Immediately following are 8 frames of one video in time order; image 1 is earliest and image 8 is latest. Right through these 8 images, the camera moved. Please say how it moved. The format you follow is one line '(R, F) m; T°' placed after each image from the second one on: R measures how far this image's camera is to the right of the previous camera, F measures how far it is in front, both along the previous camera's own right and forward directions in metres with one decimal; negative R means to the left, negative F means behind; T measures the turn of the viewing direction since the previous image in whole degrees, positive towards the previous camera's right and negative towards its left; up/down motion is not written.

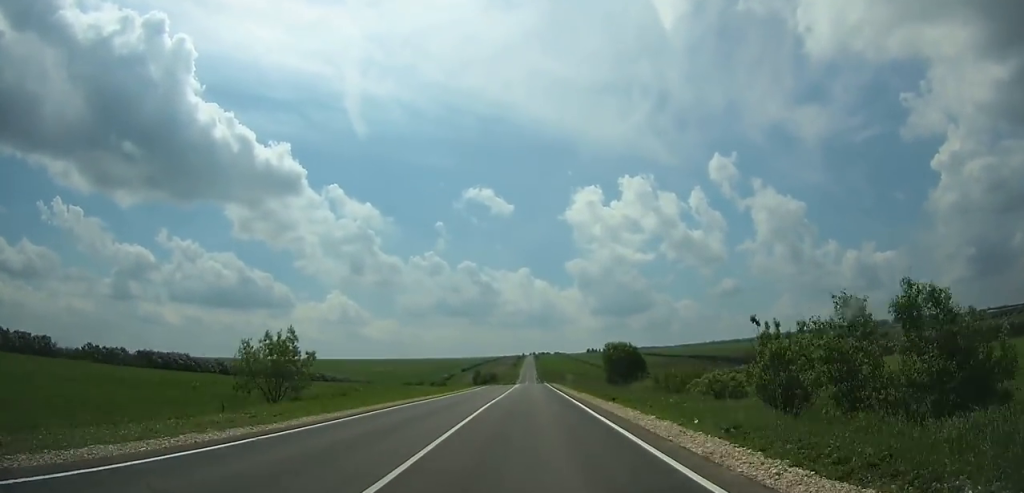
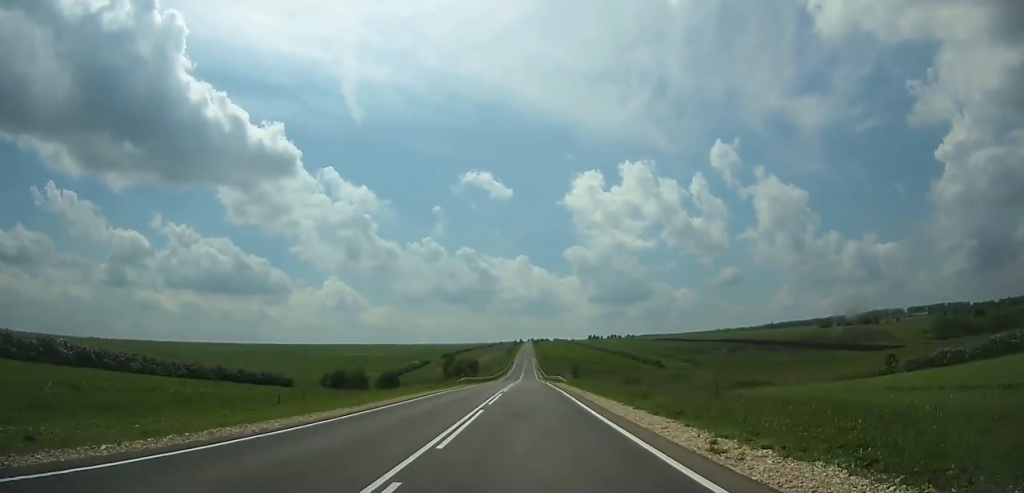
(0.0, +82.7) m; 0°
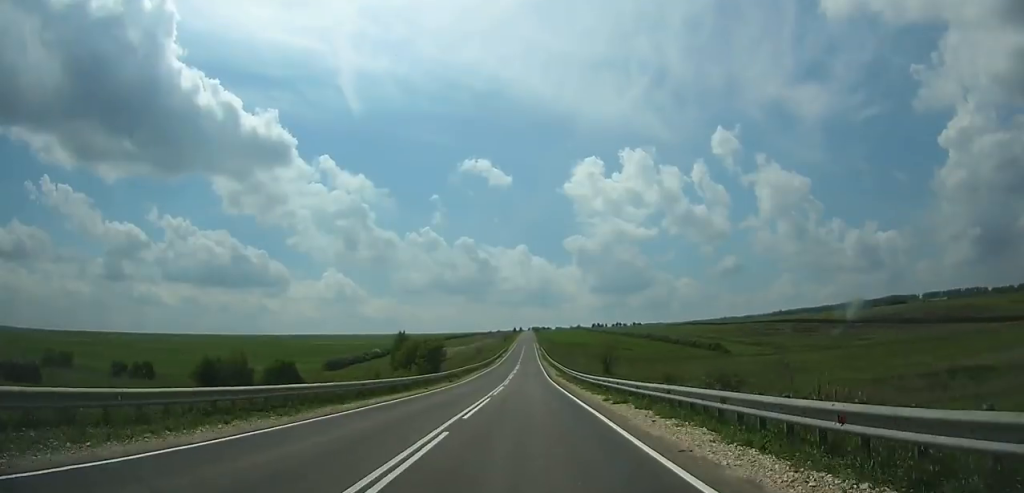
(-0.1, +65.5) m; 0°
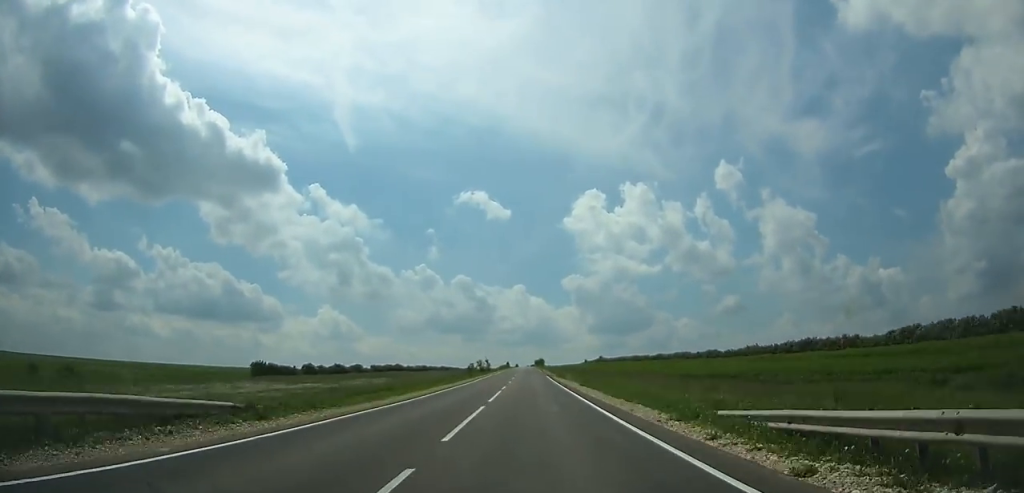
(+0.4, +152.5) m; +1°
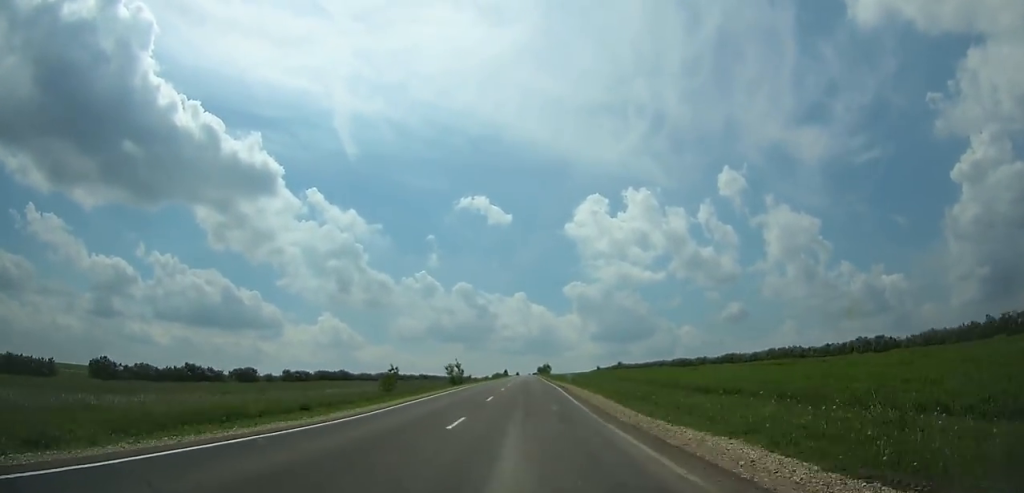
(+0.3, +63.4) m; 0°
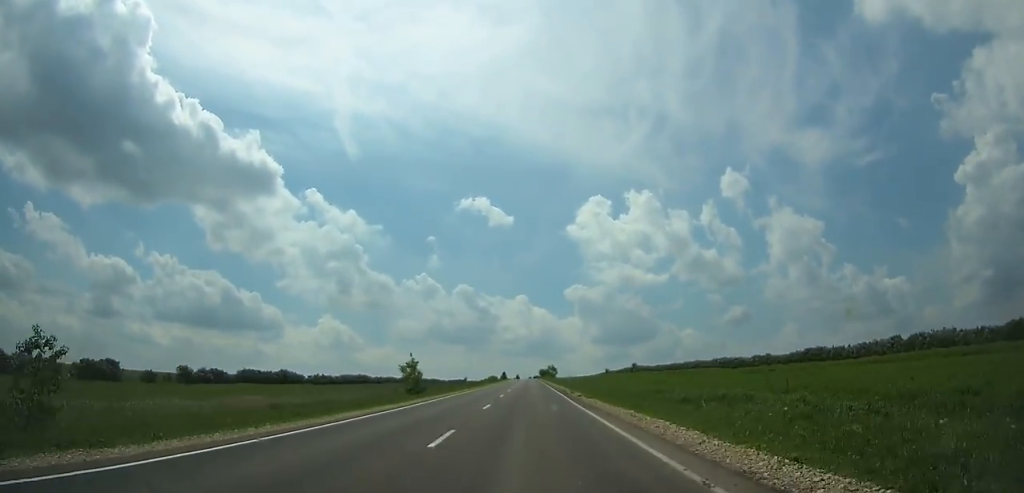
(-0.1, +37.2) m; 0°
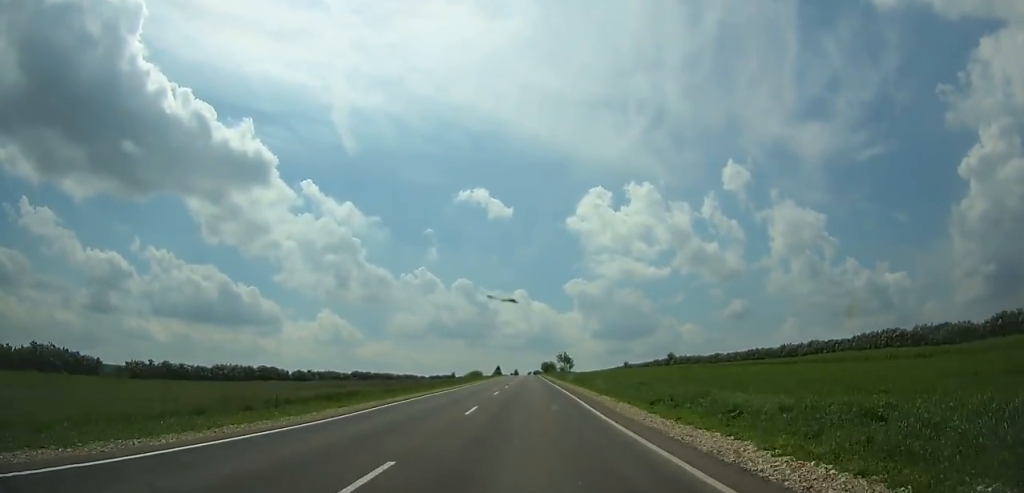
(-0.1, +63.4) m; 0°
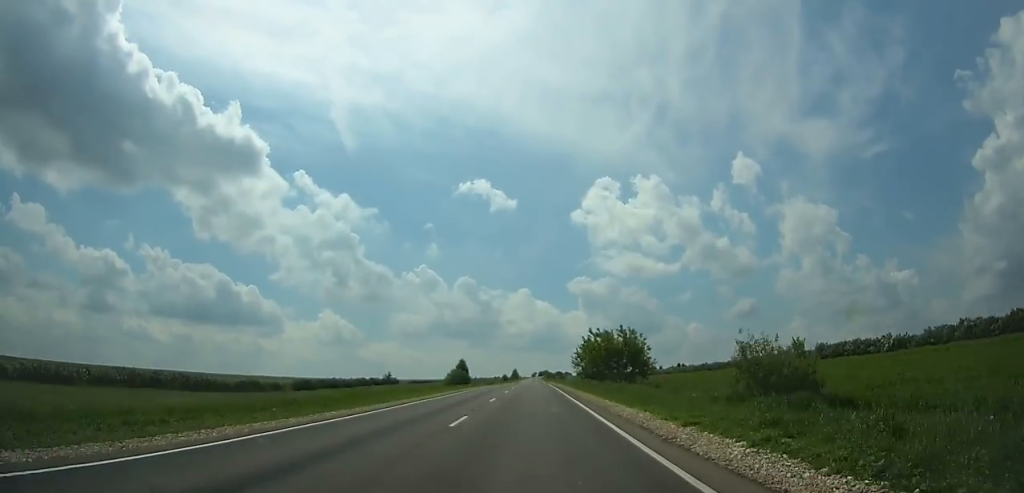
(0.0, +170.6) m; 0°
